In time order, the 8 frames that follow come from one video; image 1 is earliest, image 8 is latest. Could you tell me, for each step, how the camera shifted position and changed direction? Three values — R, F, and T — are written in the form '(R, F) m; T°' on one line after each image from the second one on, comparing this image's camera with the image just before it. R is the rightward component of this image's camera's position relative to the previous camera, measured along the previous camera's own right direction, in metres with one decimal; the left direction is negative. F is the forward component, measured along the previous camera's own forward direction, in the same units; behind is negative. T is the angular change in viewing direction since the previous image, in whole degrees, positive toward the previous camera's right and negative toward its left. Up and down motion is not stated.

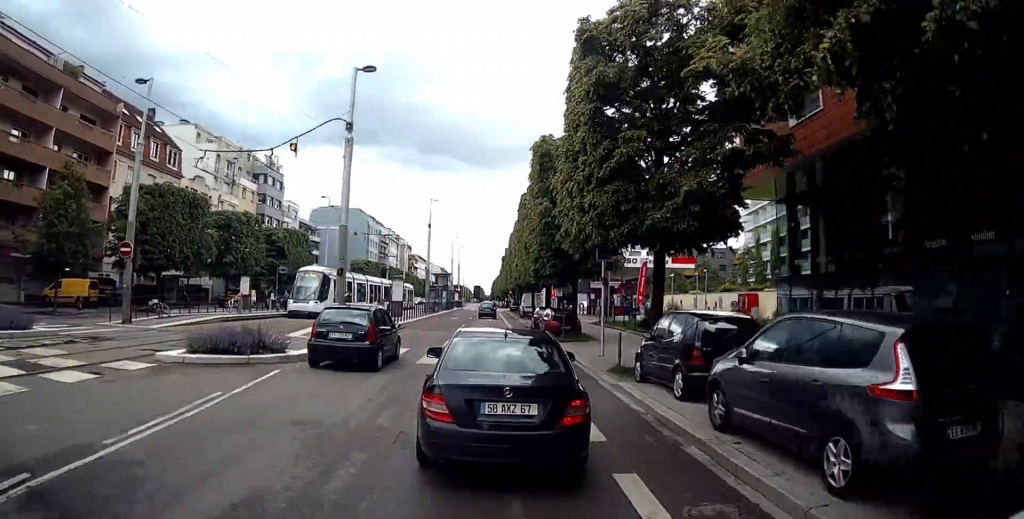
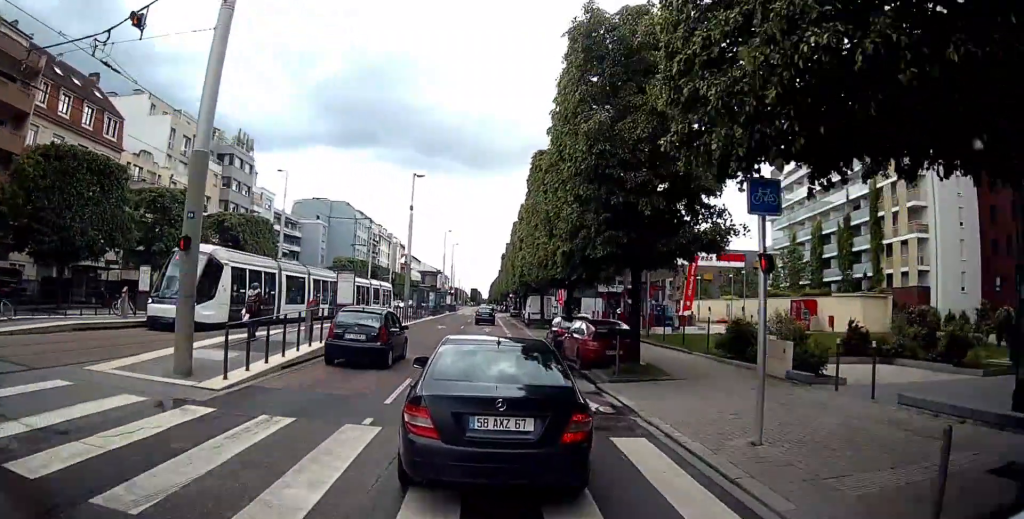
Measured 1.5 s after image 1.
(+0.9, +9.8) m; +5°
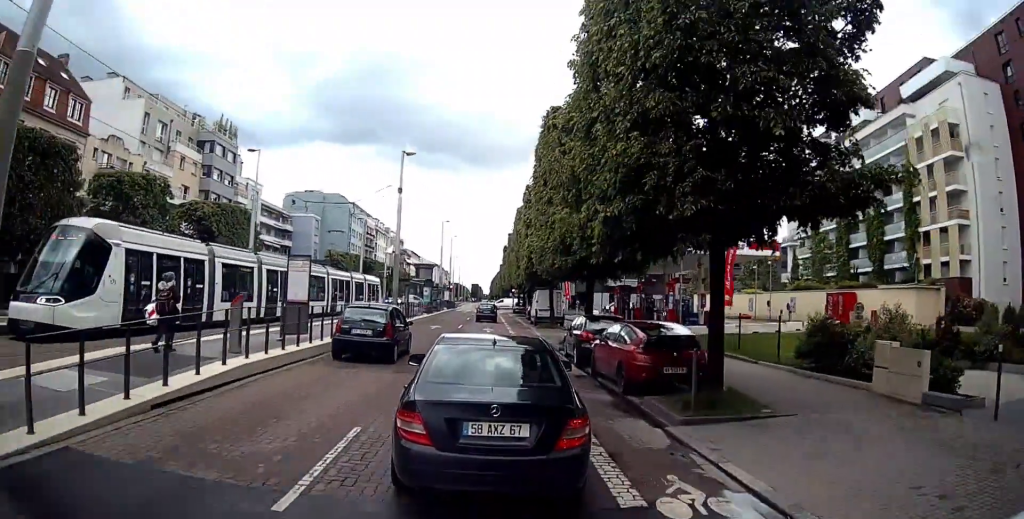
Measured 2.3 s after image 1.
(0.0, +5.3) m; -1°
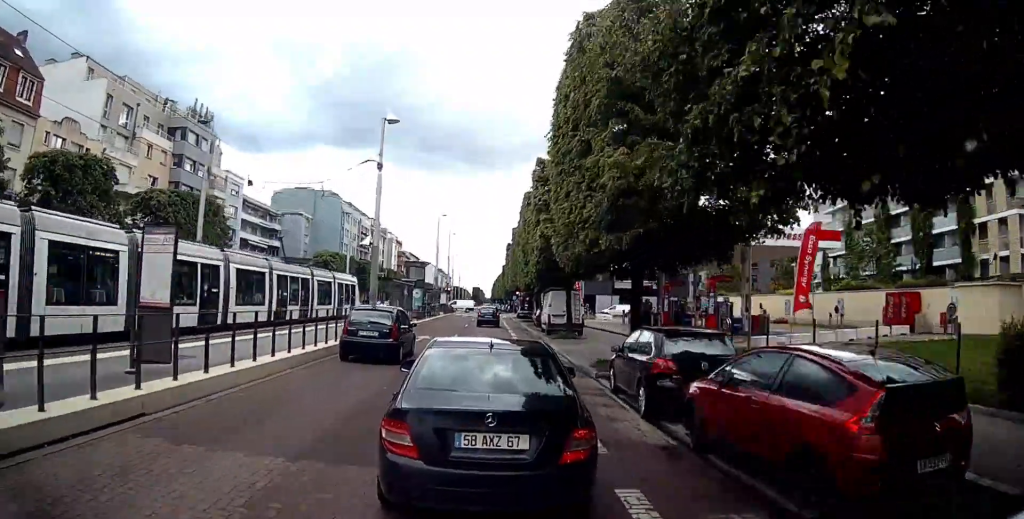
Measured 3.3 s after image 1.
(-0.1, +7.2) m; -1°
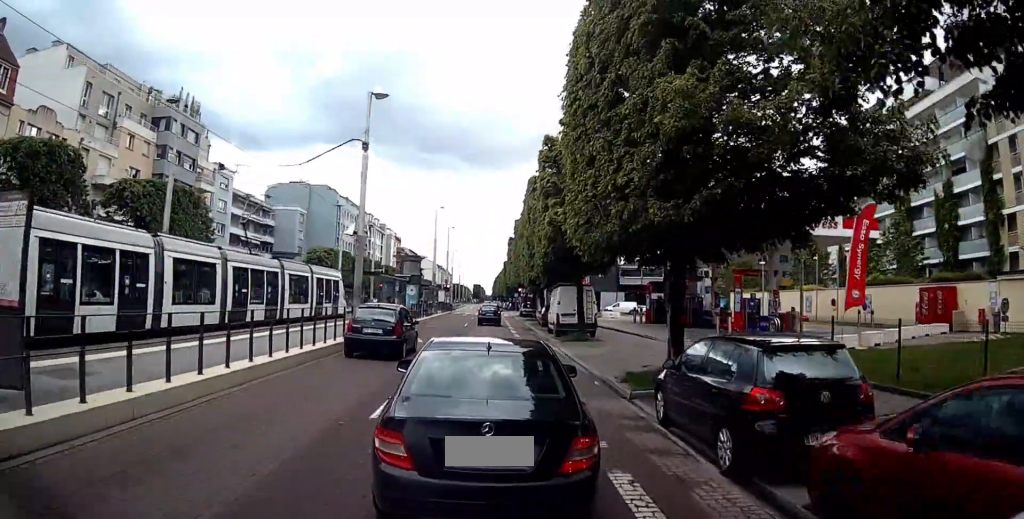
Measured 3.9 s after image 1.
(0.0, +3.5) m; -1°
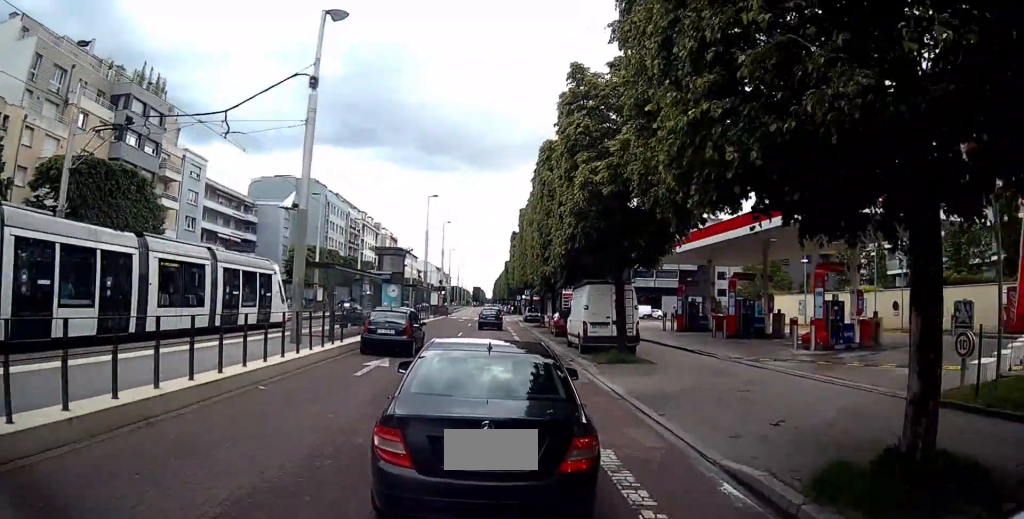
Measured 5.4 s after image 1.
(-0.2, +7.7) m; -1°
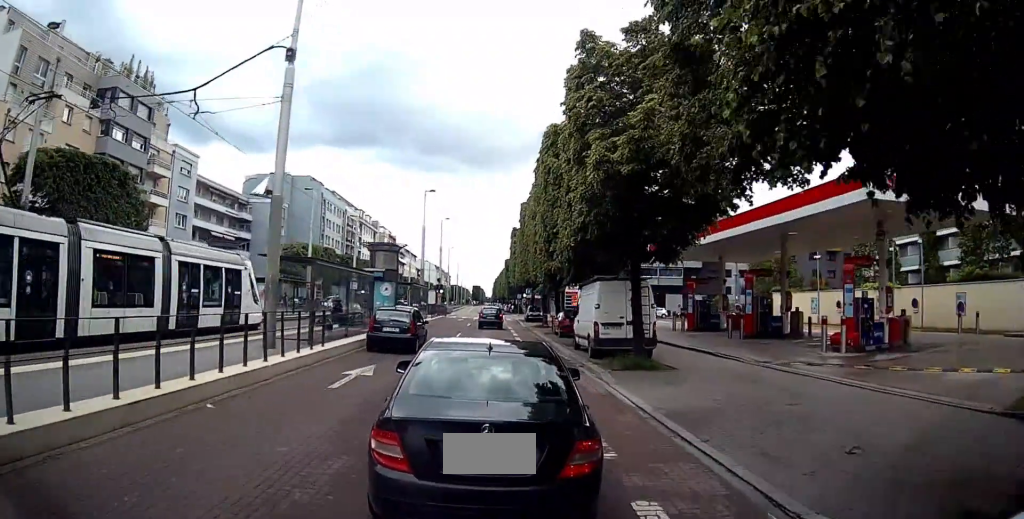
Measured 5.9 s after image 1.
(0.0, +2.0) m; 0°
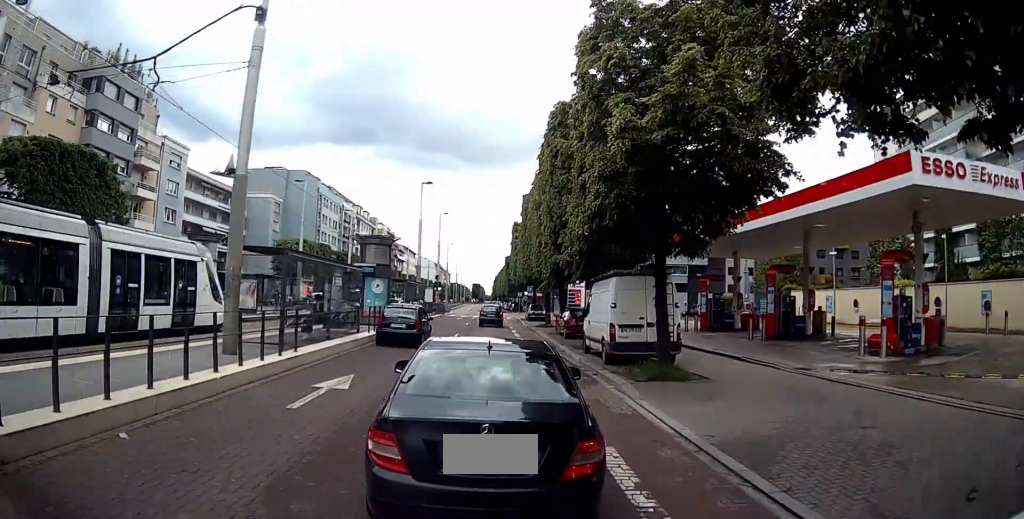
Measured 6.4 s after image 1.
(0.0, +2.3) m; 0°
